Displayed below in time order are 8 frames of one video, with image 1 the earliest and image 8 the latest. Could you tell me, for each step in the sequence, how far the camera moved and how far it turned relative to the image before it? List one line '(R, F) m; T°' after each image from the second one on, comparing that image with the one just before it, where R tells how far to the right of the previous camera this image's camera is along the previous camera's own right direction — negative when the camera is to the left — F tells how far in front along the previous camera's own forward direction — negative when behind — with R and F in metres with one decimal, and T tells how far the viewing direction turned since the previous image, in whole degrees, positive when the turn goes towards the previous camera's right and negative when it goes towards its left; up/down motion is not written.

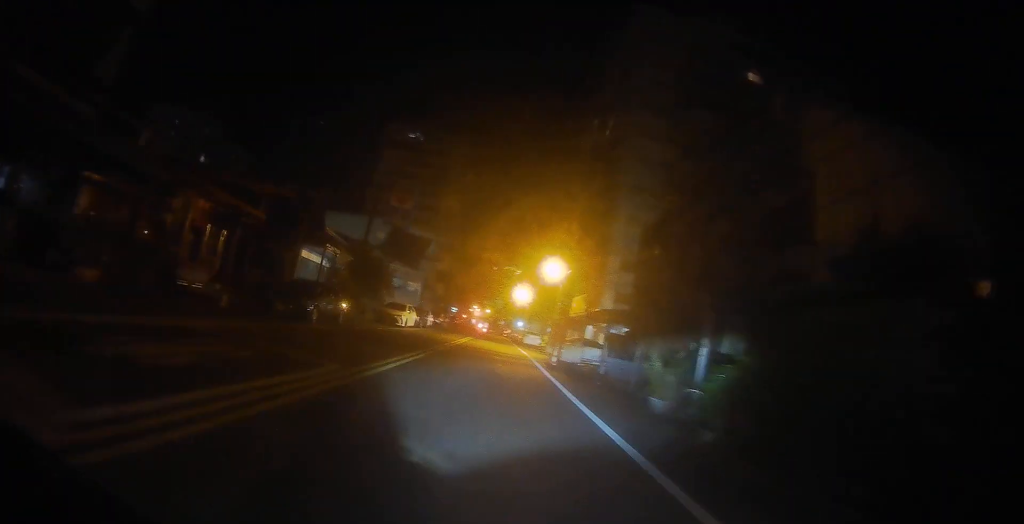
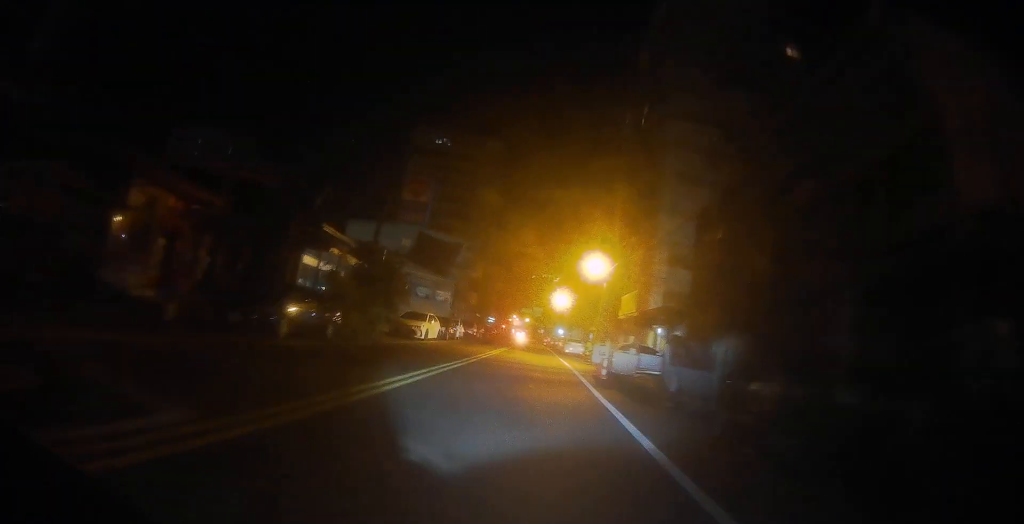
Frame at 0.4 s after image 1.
(-0.1, +2.9) m; -7°
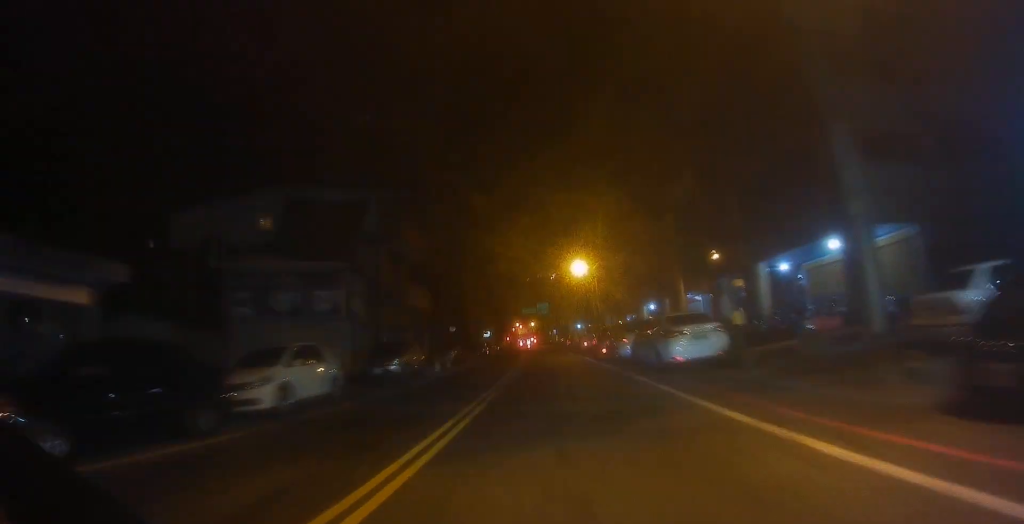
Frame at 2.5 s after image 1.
(-3.1, +21.7) m; -11°
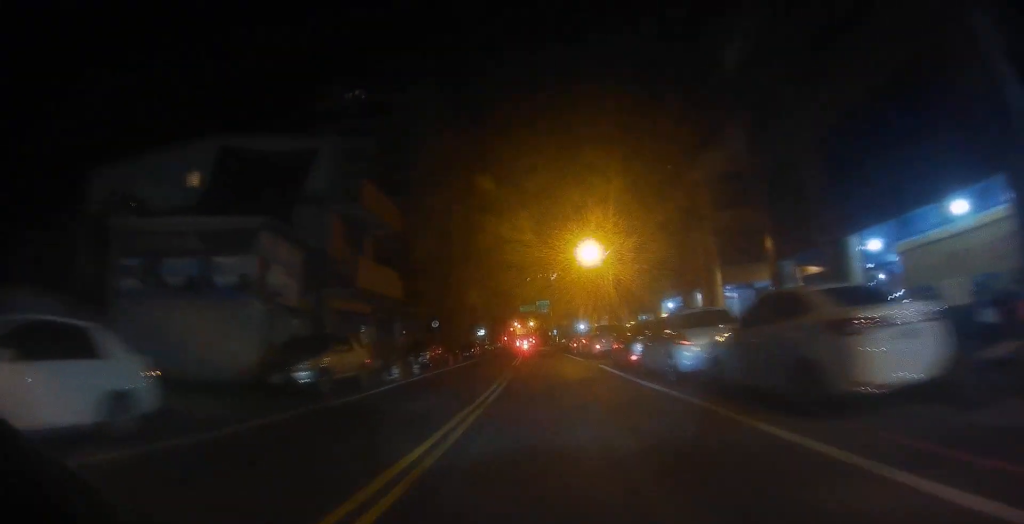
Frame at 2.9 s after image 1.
(-0.1, +6.5) m; 0°
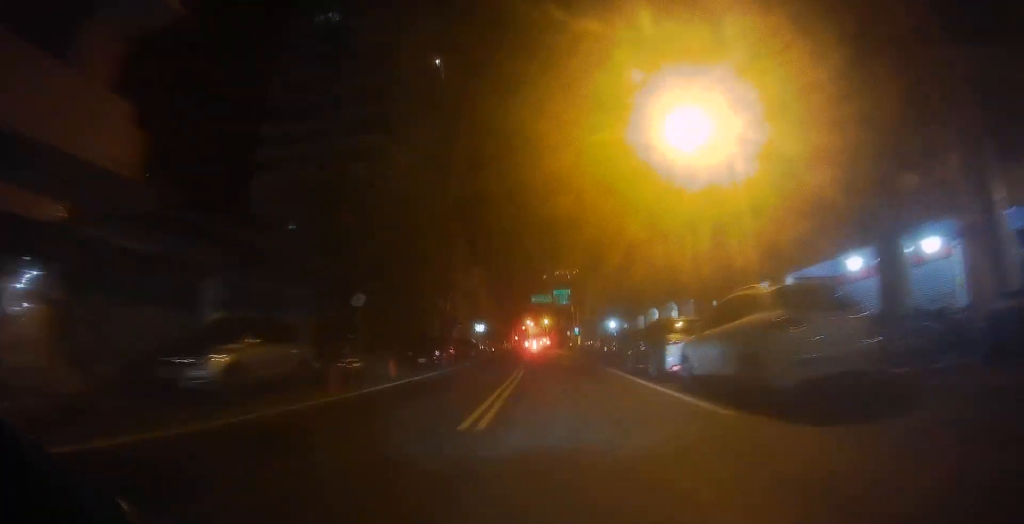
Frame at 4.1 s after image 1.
(-0.2, +16.6) m; 0°
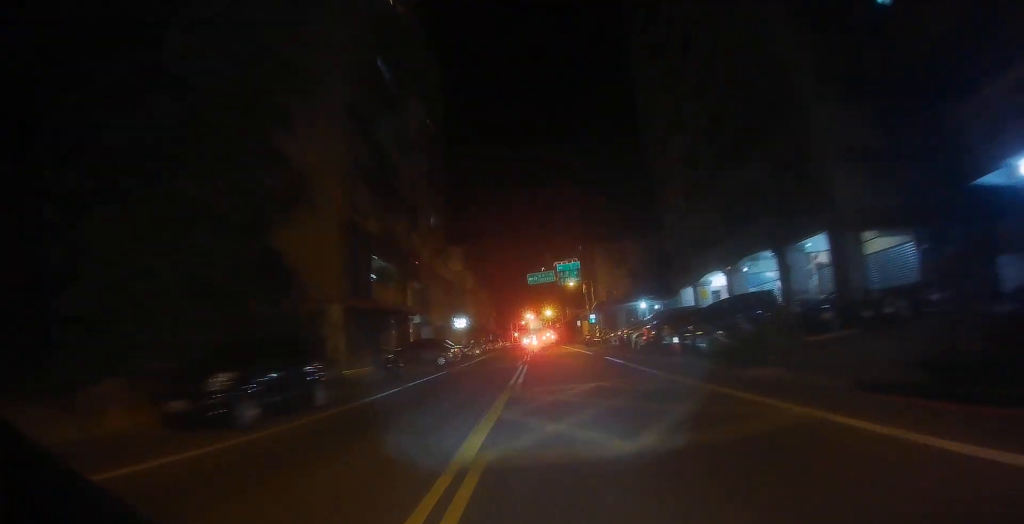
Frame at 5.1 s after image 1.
(+0.1, +15.4) m; 0°
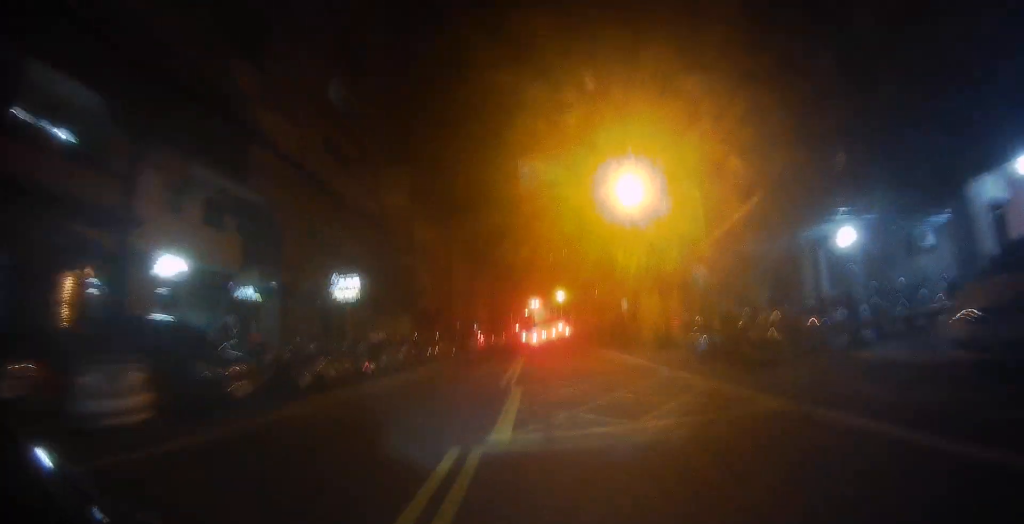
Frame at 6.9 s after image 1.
(-0.2, +27.4) m; -2°
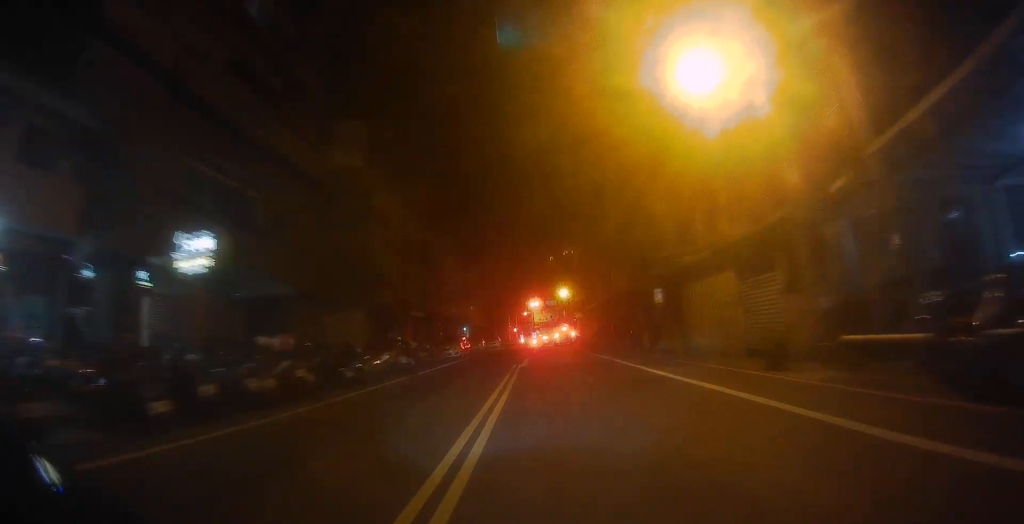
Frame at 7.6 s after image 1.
(0.0, +8.5) m; -1°
